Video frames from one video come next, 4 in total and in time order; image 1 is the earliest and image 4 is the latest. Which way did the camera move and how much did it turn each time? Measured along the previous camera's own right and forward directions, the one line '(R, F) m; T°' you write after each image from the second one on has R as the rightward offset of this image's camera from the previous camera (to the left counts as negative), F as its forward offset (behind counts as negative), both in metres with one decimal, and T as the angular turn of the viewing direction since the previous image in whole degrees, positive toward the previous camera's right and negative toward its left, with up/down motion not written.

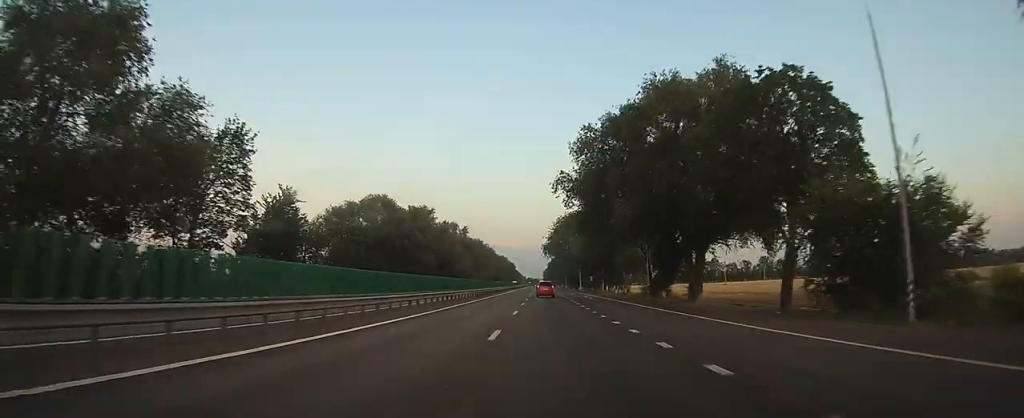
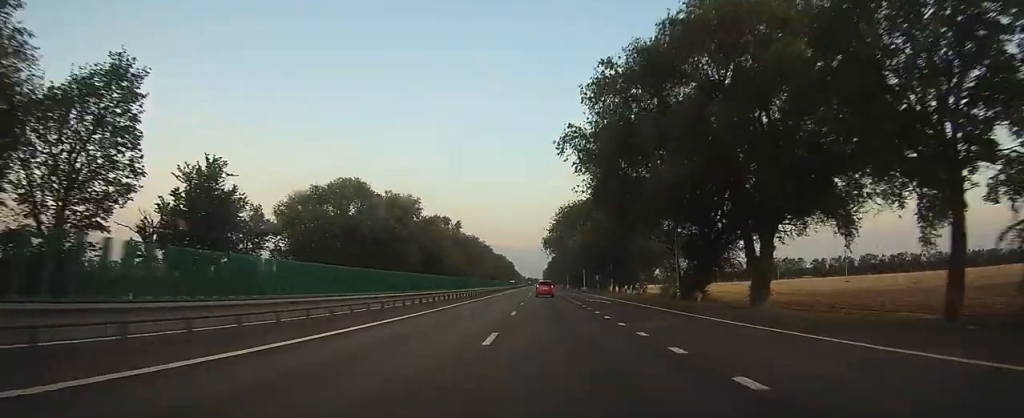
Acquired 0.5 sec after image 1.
(0.0, +13.3) m; 0°
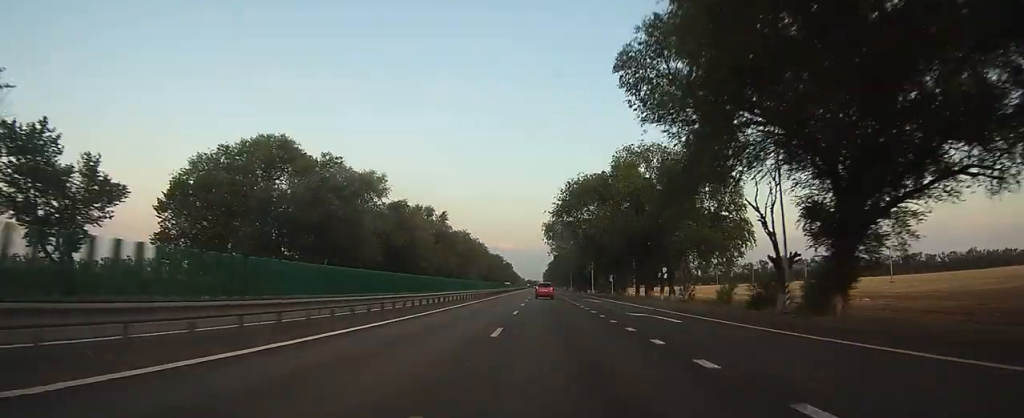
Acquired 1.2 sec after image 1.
(0.0, +21.9) m; 0°
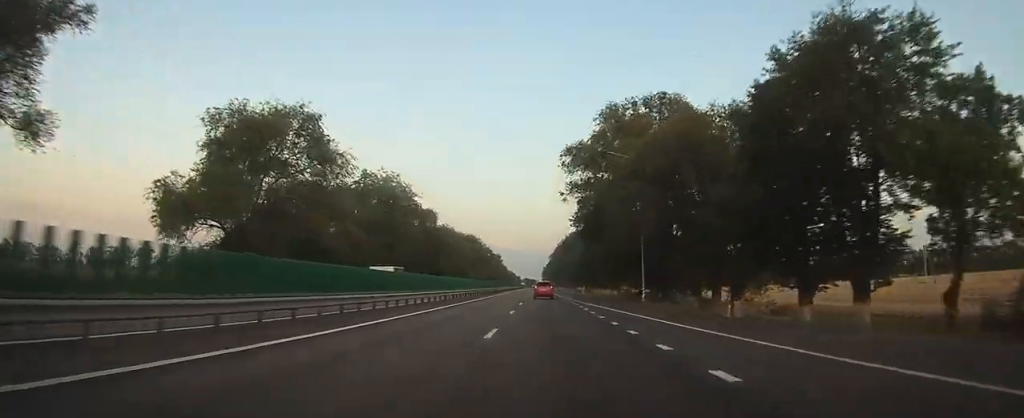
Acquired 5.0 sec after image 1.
(-0.1, +108.3) m; -3°
